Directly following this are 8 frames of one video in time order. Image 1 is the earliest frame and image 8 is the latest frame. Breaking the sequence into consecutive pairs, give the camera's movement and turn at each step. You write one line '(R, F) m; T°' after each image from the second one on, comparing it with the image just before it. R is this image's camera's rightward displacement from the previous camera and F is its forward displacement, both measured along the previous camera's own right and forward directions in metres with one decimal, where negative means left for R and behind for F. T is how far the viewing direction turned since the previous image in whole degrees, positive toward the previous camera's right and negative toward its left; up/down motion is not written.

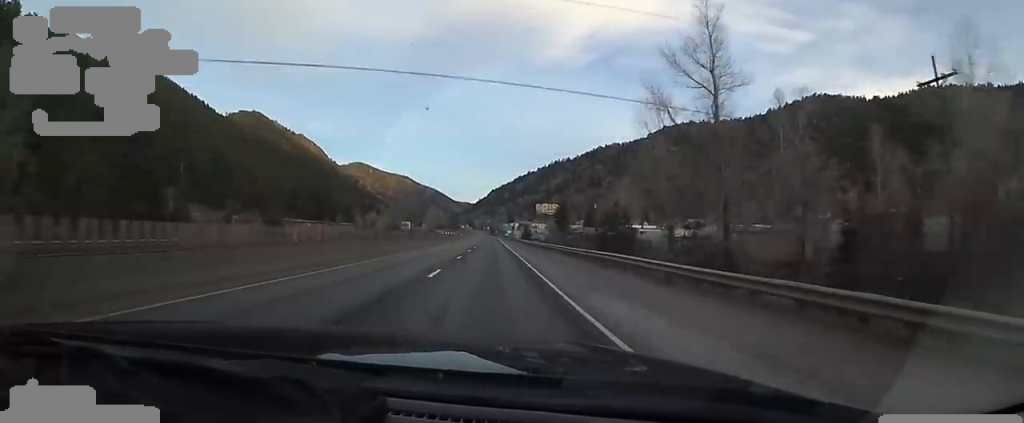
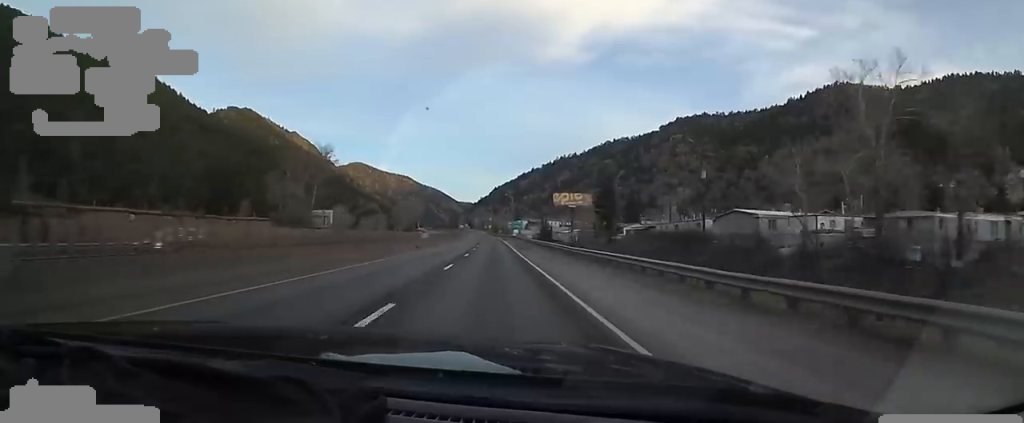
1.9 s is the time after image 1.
(-0.7, +57.1) m; -1°
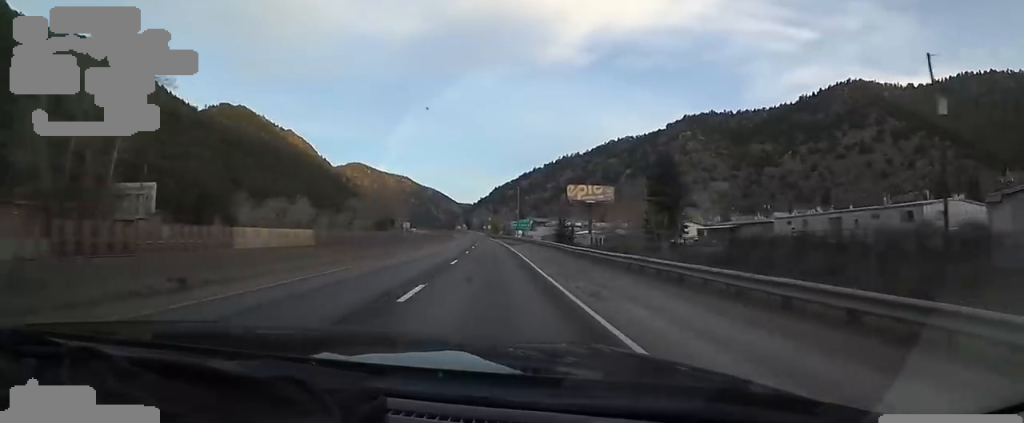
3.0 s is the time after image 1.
(-0.4, +32.7) m; 0°
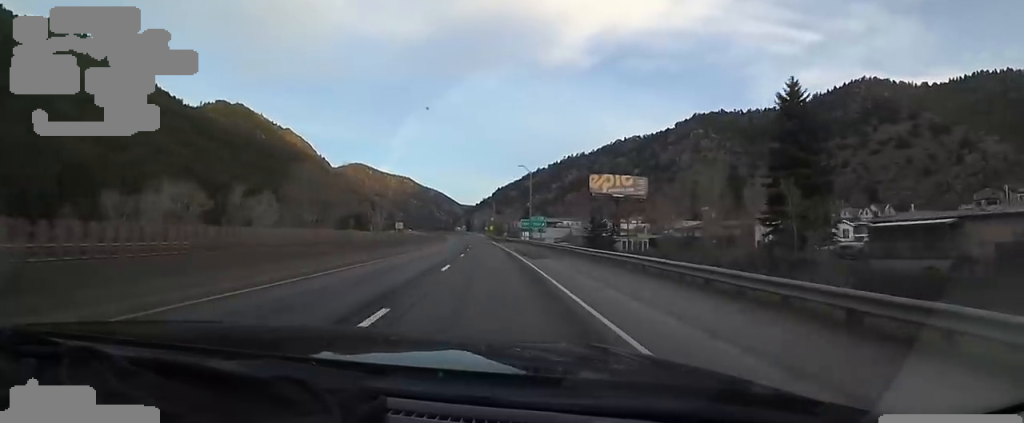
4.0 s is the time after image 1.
(+0.5, +29.1) m; -2°
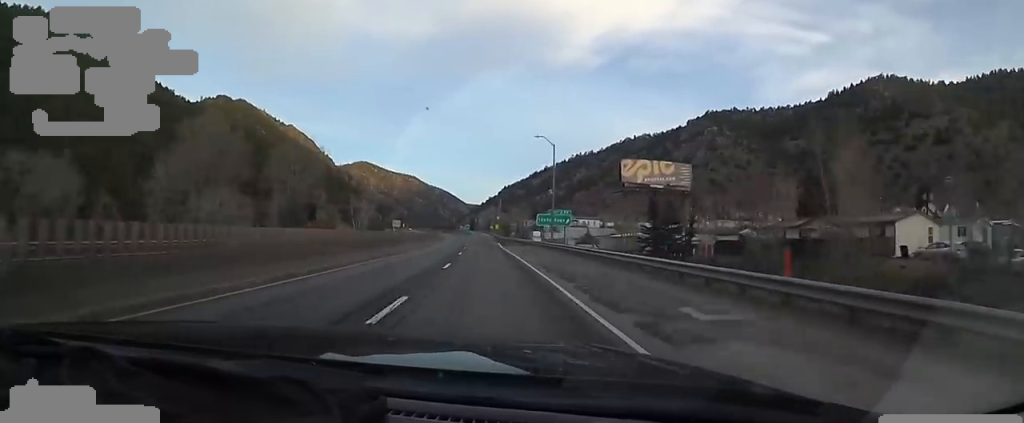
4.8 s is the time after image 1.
(-0.8, +23.0) m; -1°
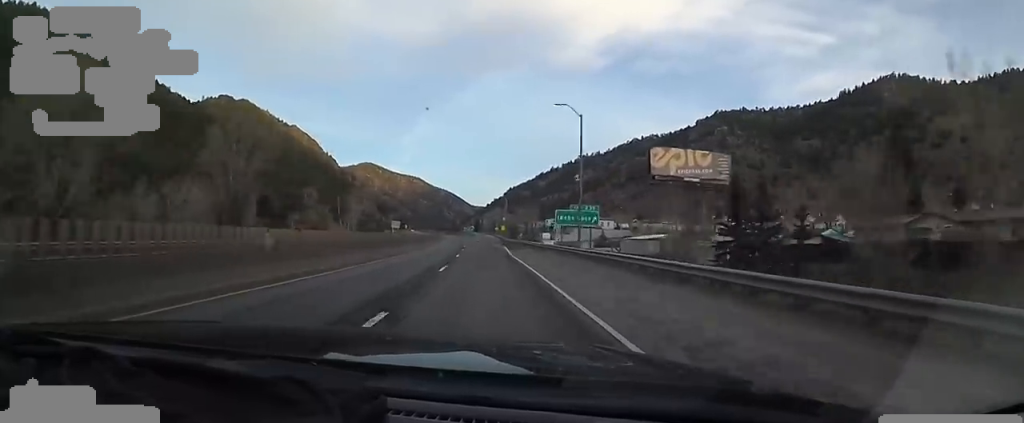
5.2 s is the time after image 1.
(-0.9, +14.0) m; 0°
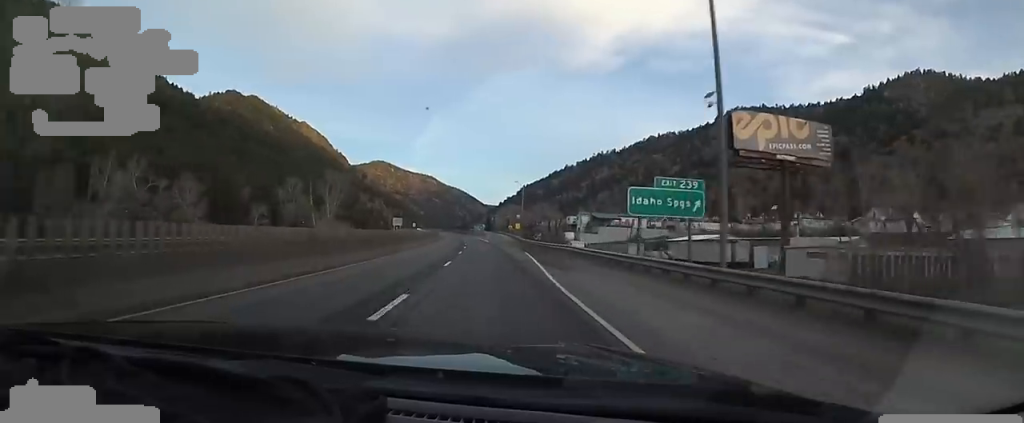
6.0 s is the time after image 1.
(+1.2, +22.1) m; +1°
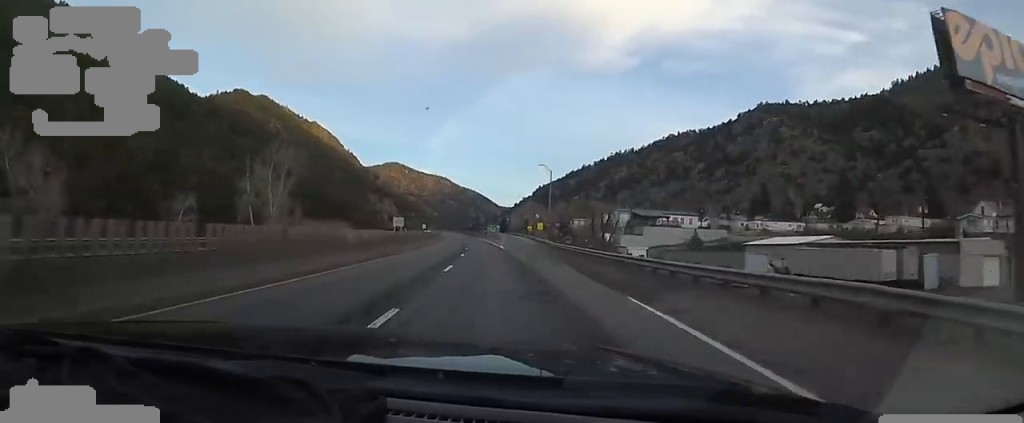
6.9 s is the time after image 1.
(-0.3, +26.0) m; -1°
